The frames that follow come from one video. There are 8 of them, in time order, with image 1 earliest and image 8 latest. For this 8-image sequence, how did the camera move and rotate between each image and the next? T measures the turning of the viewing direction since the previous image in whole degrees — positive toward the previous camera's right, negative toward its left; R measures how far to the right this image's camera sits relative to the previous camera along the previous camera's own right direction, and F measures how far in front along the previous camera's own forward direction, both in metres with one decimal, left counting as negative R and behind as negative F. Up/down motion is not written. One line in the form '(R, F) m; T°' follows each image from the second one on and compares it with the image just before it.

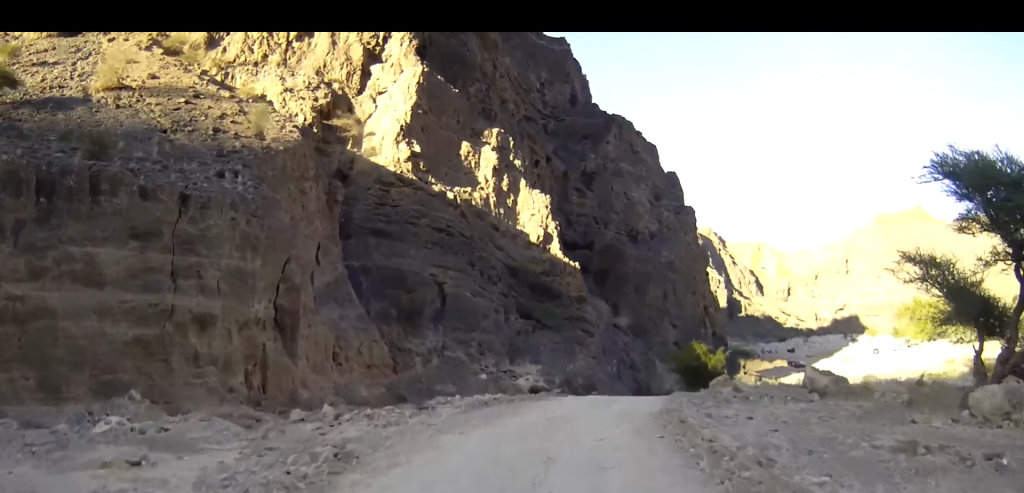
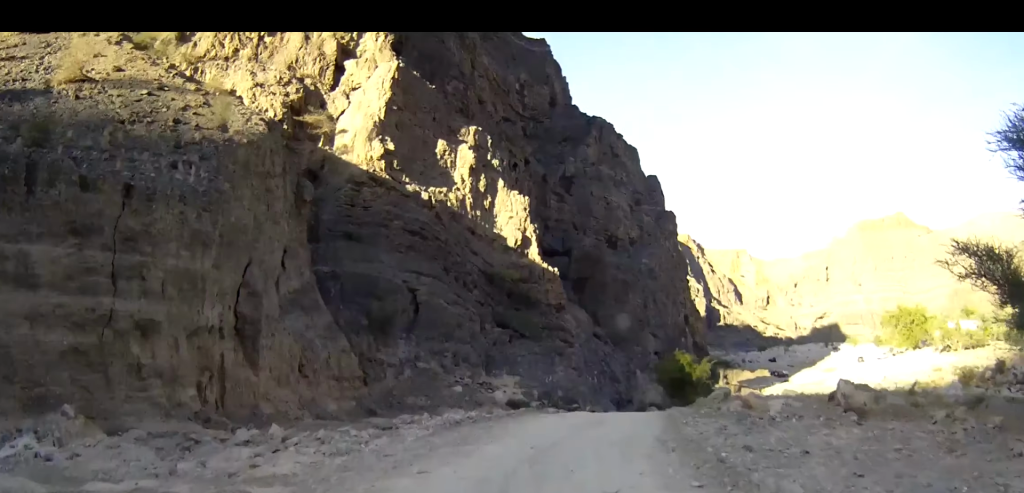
(+0.1, +3.6) m; +2°
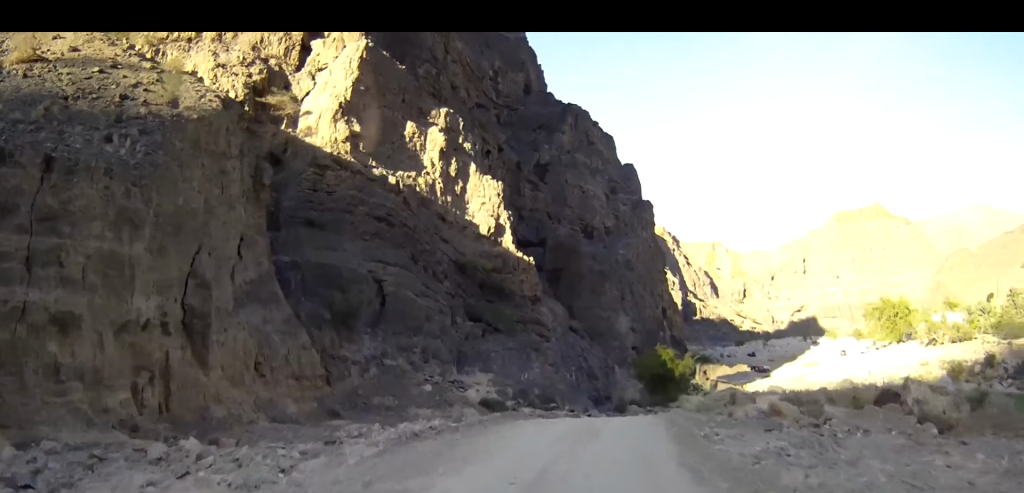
(+0.1, +5.0) m; +3°
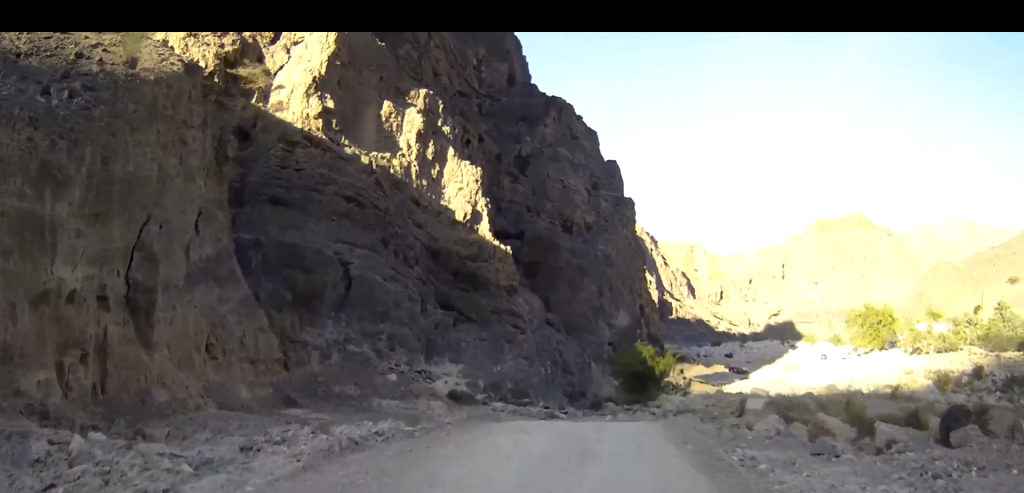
(+0.2, +5.2) m; +2°
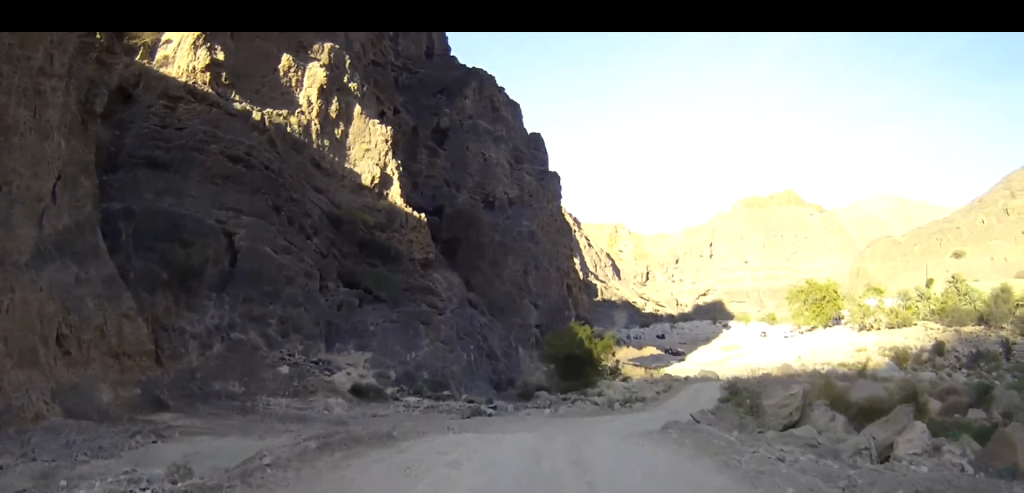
(+0.6, +11.7) m; +7°
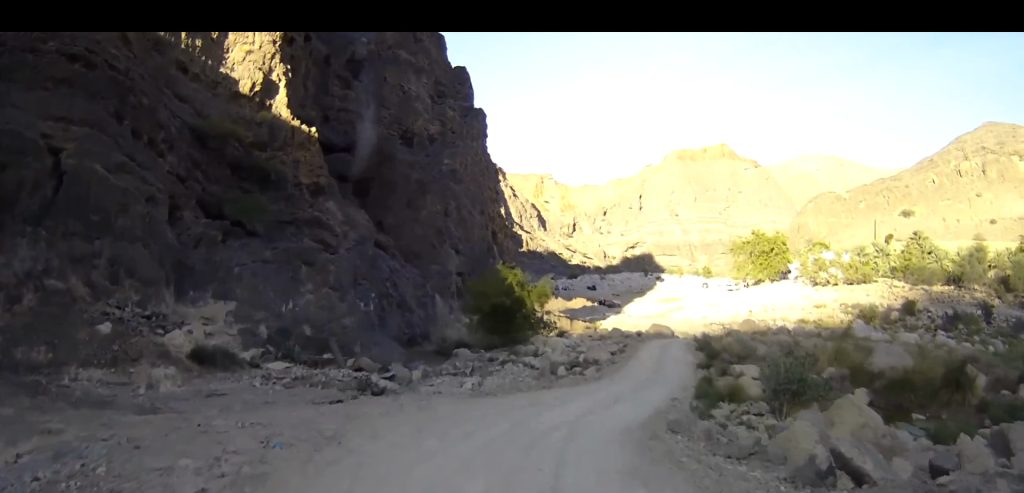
(+1.2, +13.6) m; +8°
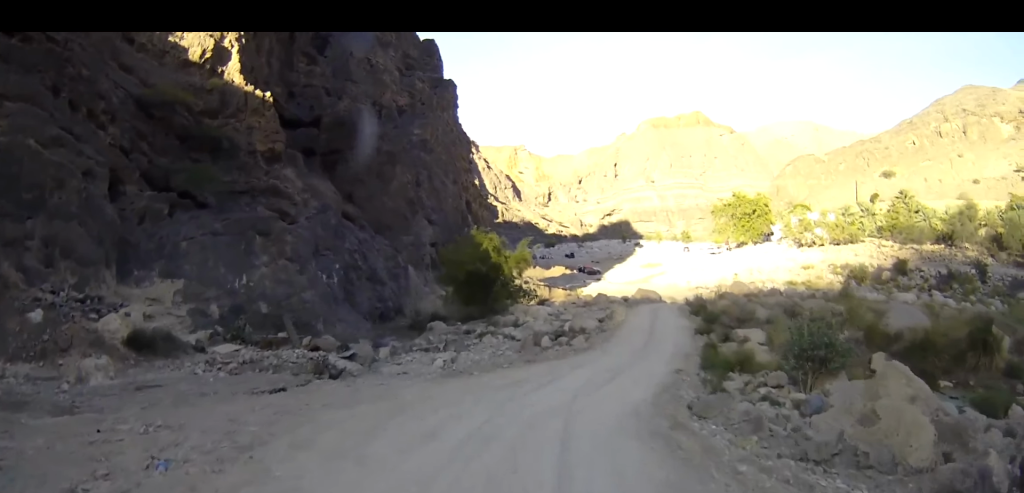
(0.0, +4.2) m; +1°
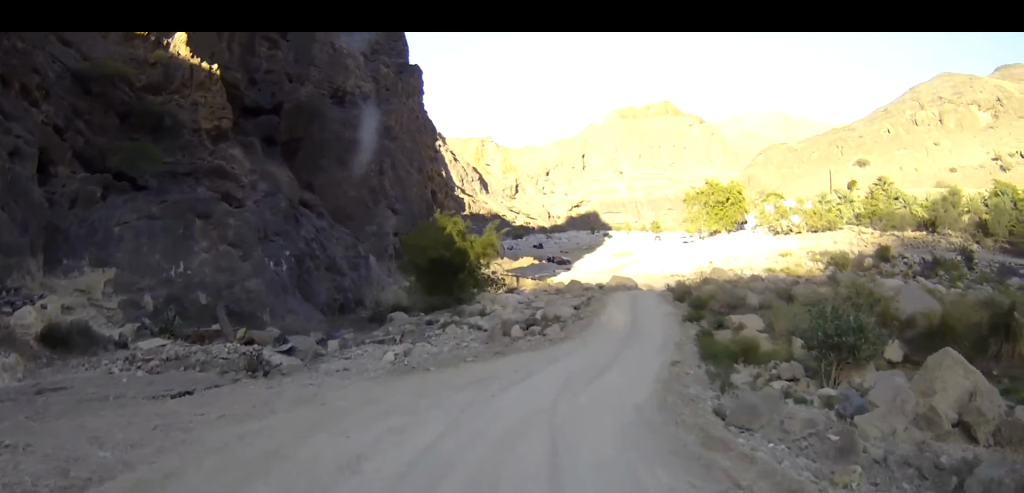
(0.0, +3.7) m; +2°
